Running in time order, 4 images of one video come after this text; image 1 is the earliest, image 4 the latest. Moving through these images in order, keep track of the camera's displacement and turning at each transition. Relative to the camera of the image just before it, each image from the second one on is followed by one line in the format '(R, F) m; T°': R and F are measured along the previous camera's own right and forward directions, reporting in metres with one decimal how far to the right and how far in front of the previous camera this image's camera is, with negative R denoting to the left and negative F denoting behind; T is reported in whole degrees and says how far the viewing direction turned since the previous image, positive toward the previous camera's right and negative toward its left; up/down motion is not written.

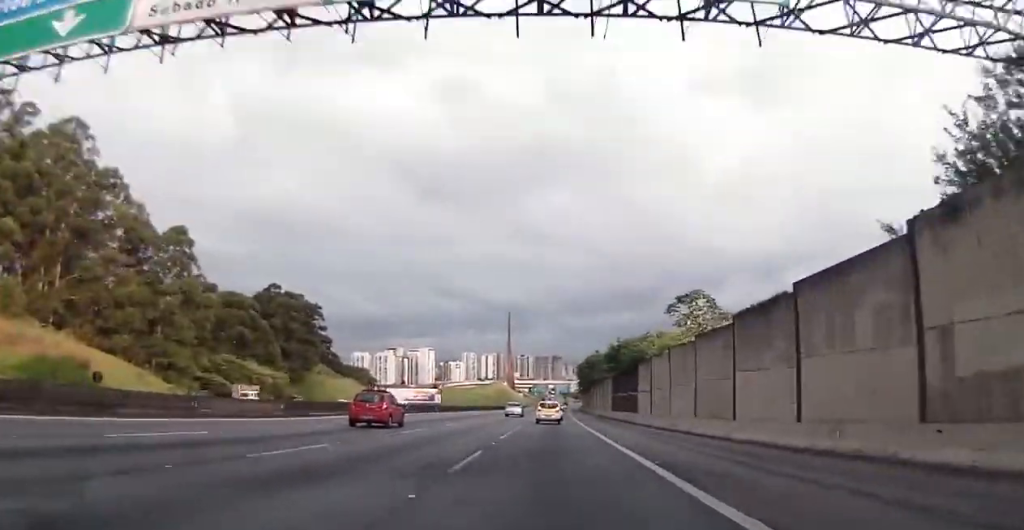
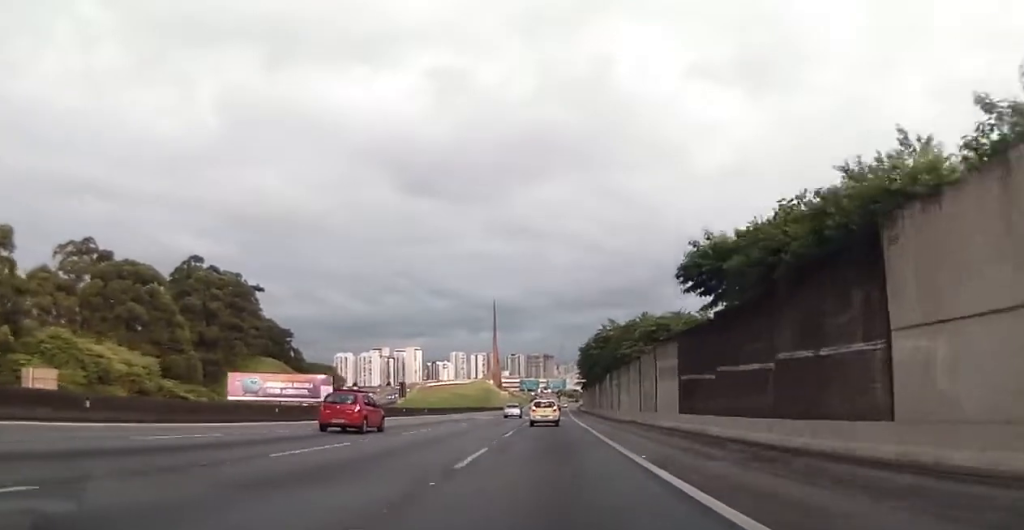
(+0.3, +47.9) m; -1°
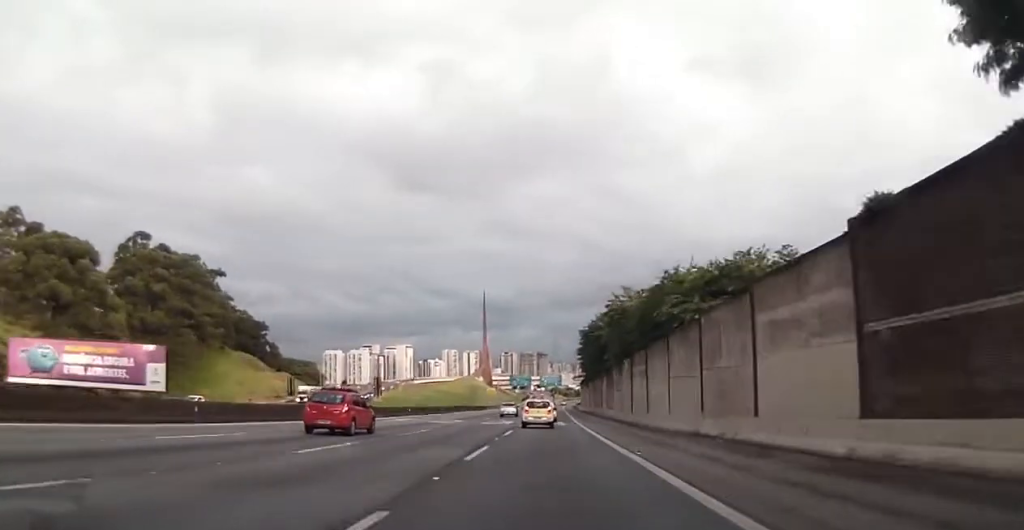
(-0.3, +23.8) m; 0°
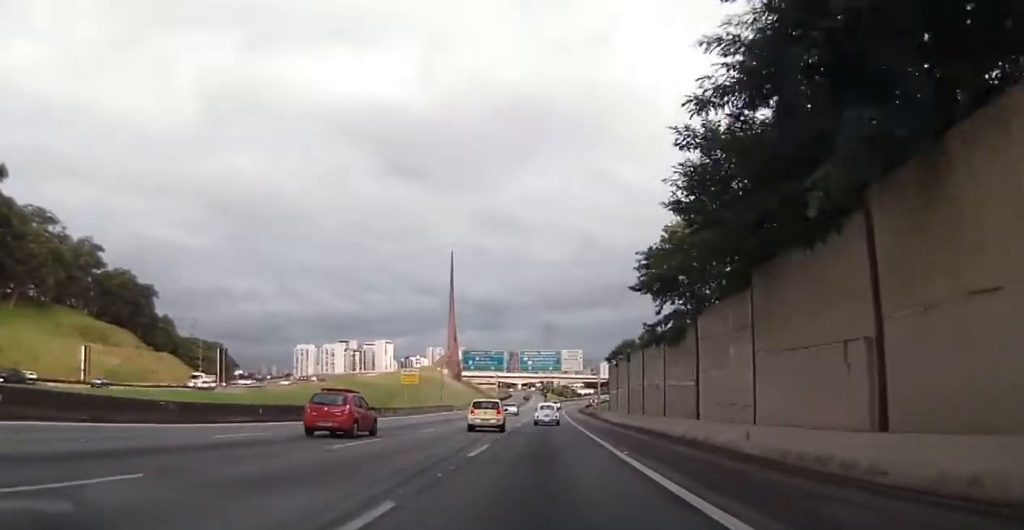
(+2.2, +91.4) m; +2°
